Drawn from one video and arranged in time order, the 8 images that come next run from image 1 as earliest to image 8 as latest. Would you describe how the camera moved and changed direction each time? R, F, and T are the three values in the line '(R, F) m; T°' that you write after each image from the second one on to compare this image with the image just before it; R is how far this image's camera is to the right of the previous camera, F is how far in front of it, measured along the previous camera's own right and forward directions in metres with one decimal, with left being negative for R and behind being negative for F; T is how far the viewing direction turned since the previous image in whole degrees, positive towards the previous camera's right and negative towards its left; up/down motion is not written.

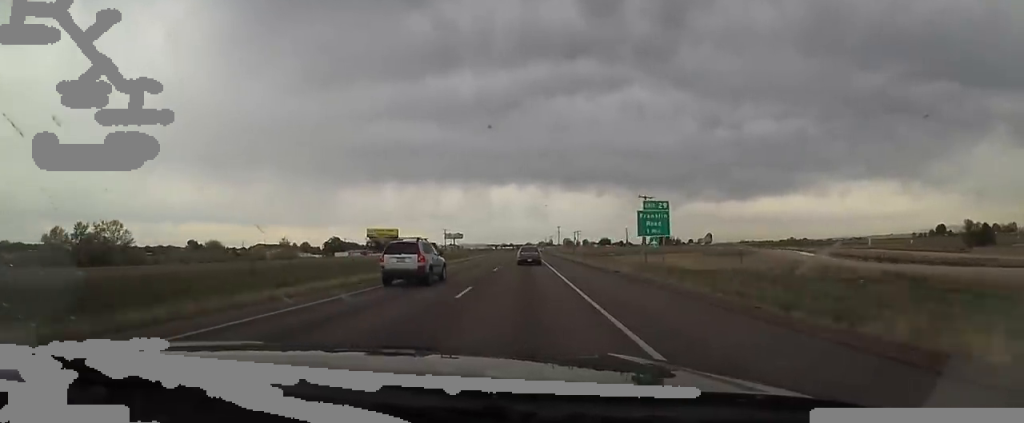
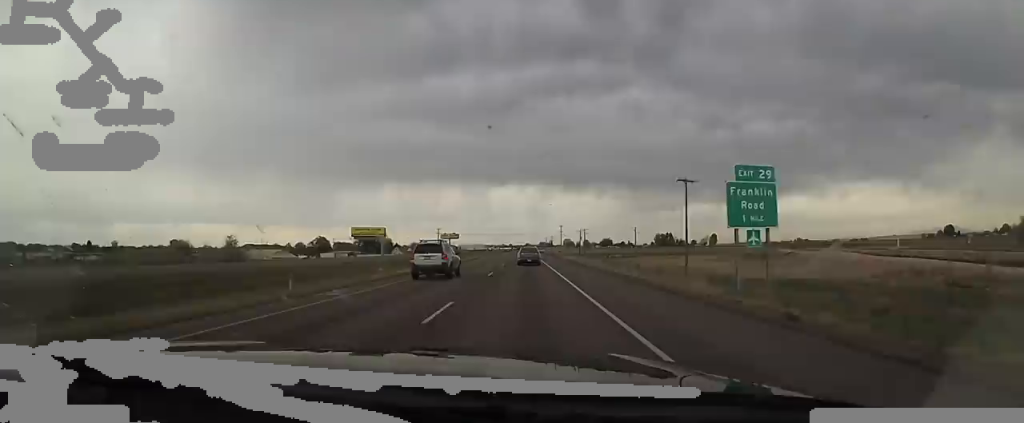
(-0.2, +19.4) m; -1°
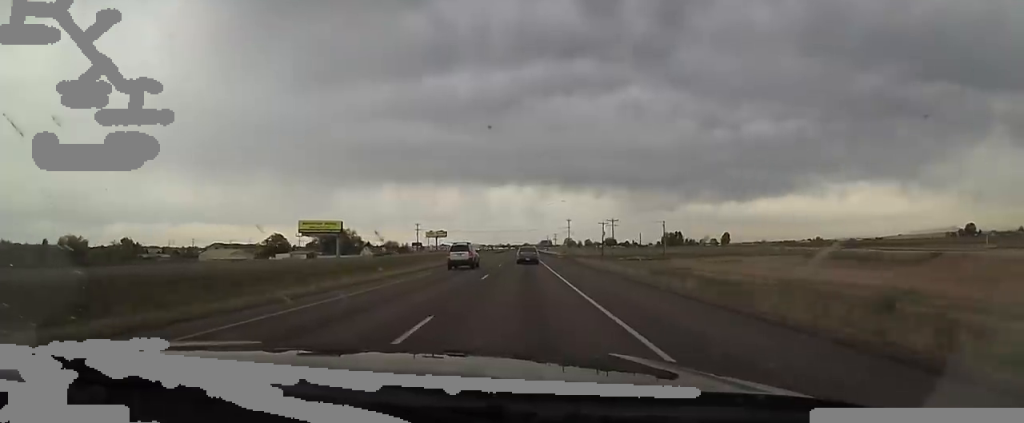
(-0.3, +47.8) m; +1°
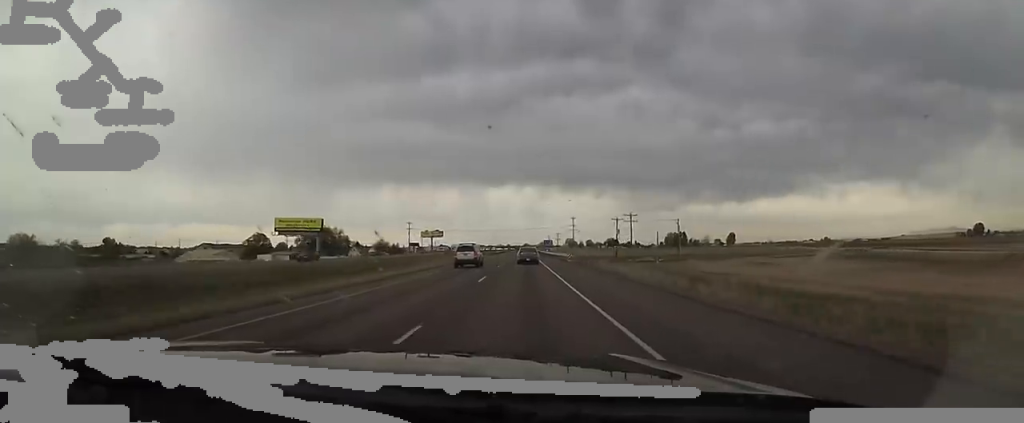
(+0.4, +16.0) m; +1°
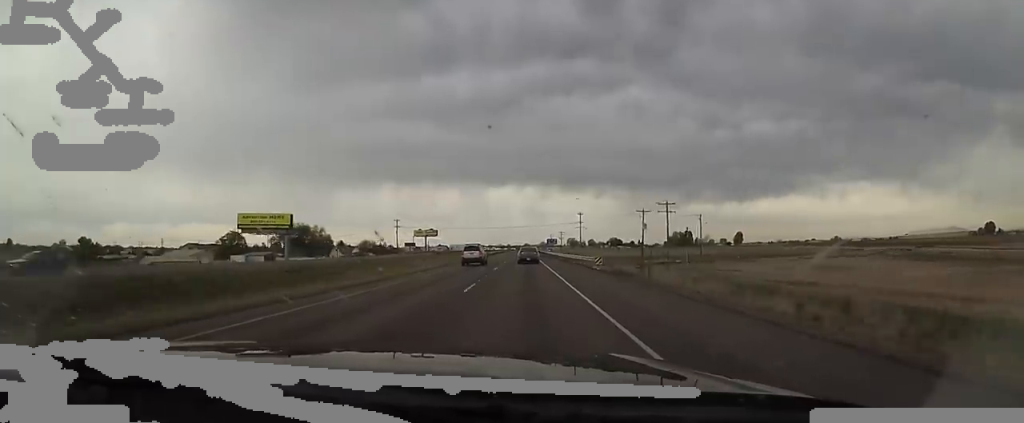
(0.0, +20.0) m; -1°
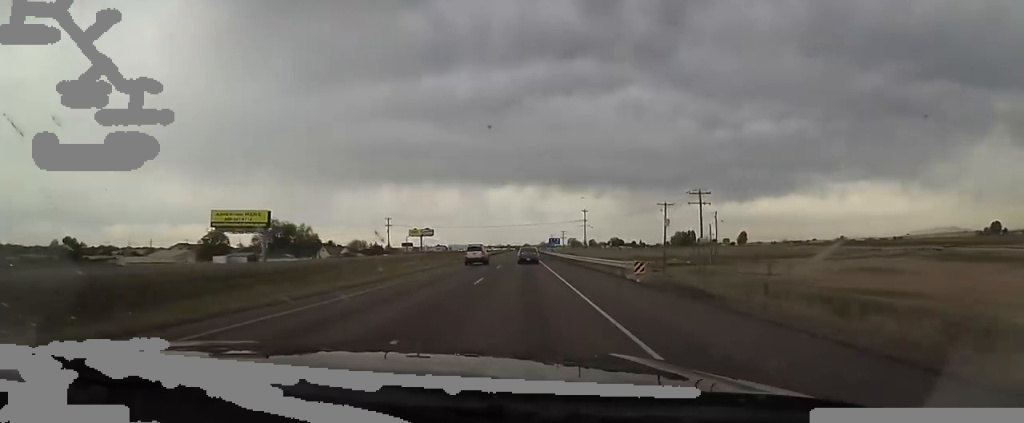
(+0.2, +11.5) m; -1°
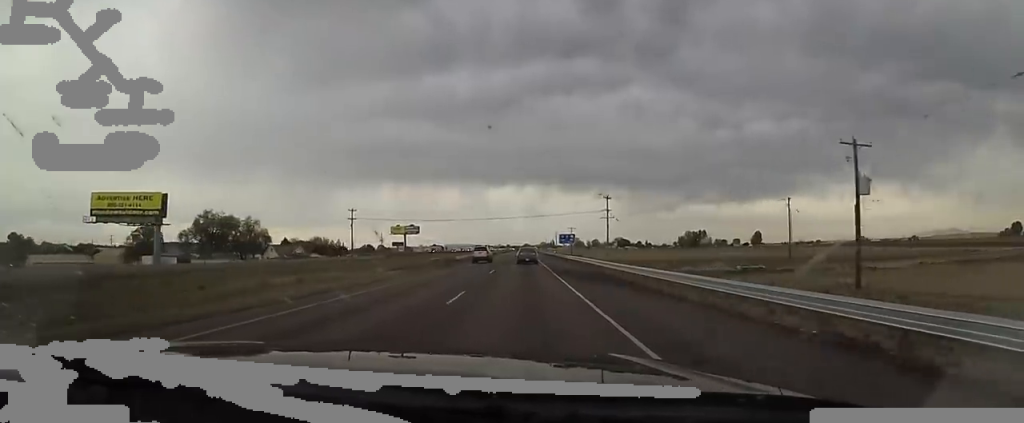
(-0.5, +36.1) m; +1°
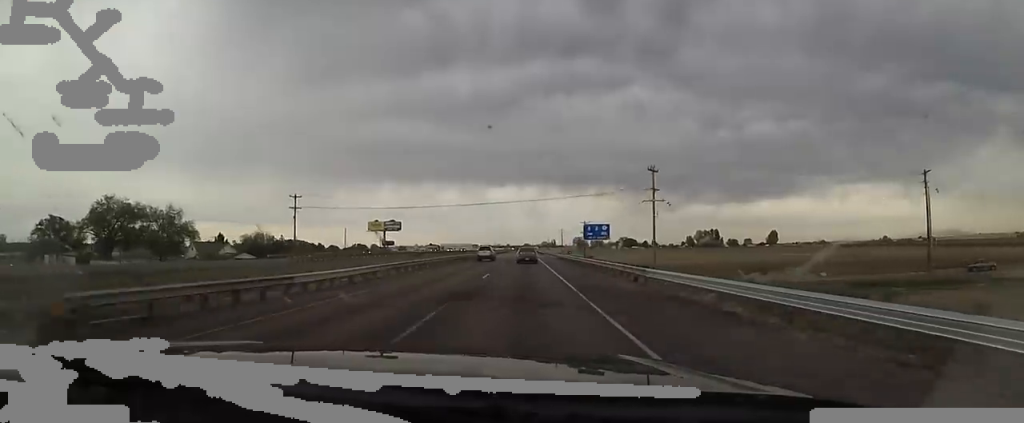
(+0.6, +35.0) m; 0°
